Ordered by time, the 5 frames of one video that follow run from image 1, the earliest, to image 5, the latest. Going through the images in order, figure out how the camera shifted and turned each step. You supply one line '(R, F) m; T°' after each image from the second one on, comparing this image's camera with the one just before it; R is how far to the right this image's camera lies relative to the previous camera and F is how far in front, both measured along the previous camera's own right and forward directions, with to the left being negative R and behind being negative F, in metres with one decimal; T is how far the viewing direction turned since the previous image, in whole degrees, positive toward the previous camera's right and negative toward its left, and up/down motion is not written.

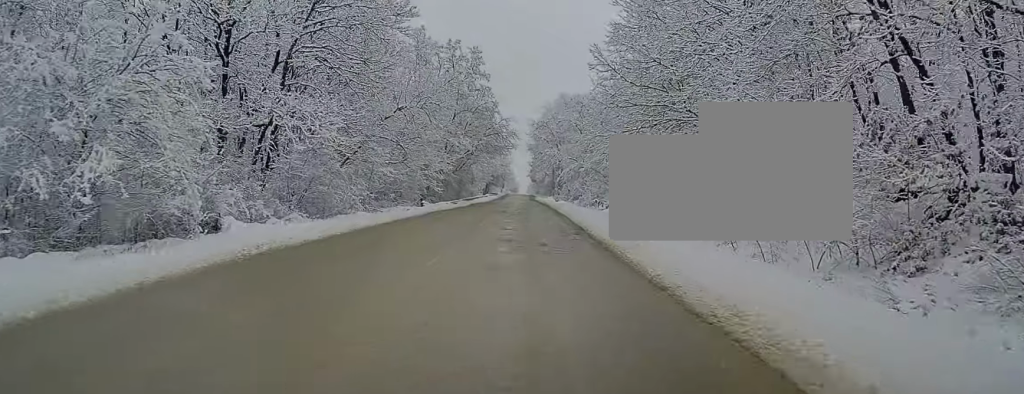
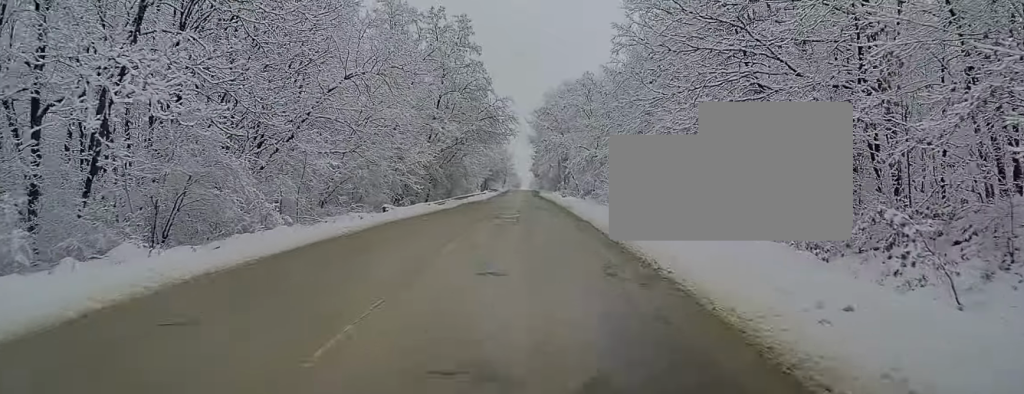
(+0.1, +12.0) m; -1°
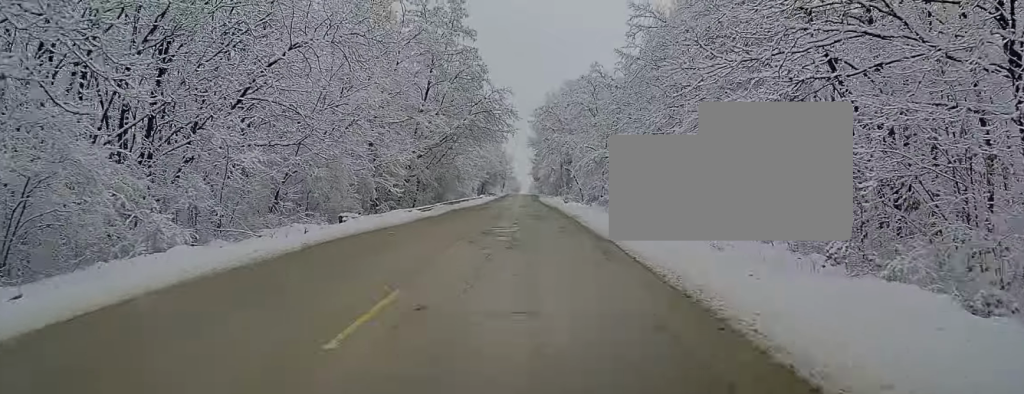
(-0.1, +7.2) m; 0°
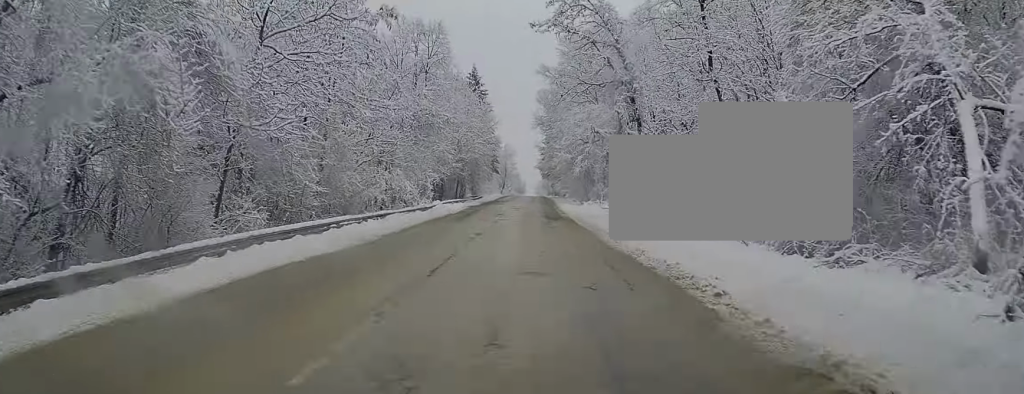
(-0.1, +52.1) m; 0°
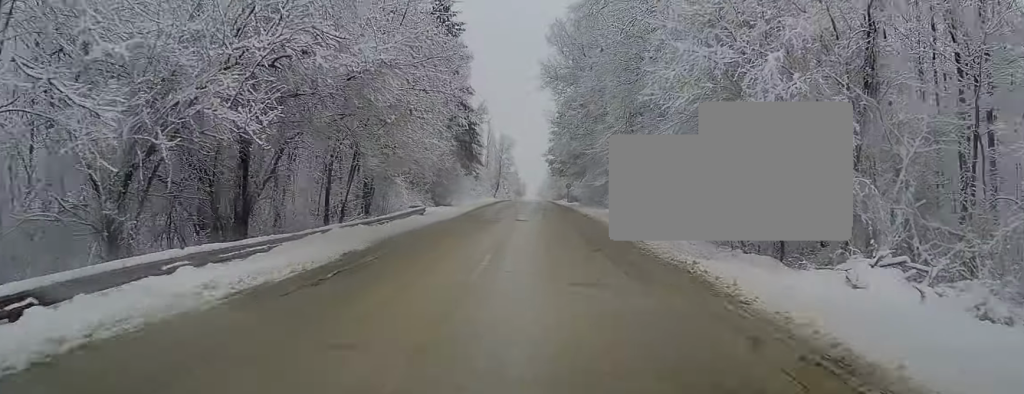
(+0.4, +48.3) m; 0°
